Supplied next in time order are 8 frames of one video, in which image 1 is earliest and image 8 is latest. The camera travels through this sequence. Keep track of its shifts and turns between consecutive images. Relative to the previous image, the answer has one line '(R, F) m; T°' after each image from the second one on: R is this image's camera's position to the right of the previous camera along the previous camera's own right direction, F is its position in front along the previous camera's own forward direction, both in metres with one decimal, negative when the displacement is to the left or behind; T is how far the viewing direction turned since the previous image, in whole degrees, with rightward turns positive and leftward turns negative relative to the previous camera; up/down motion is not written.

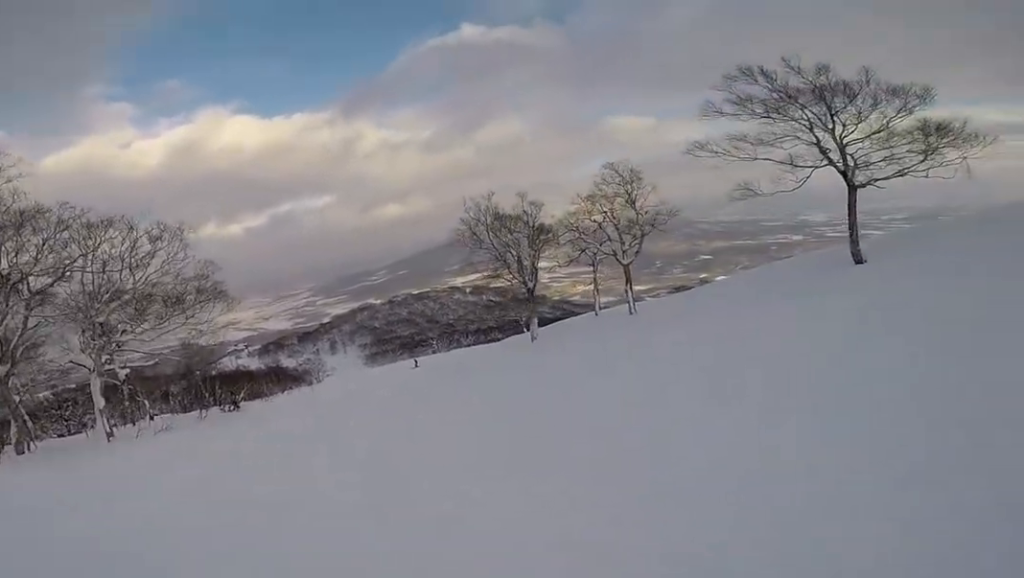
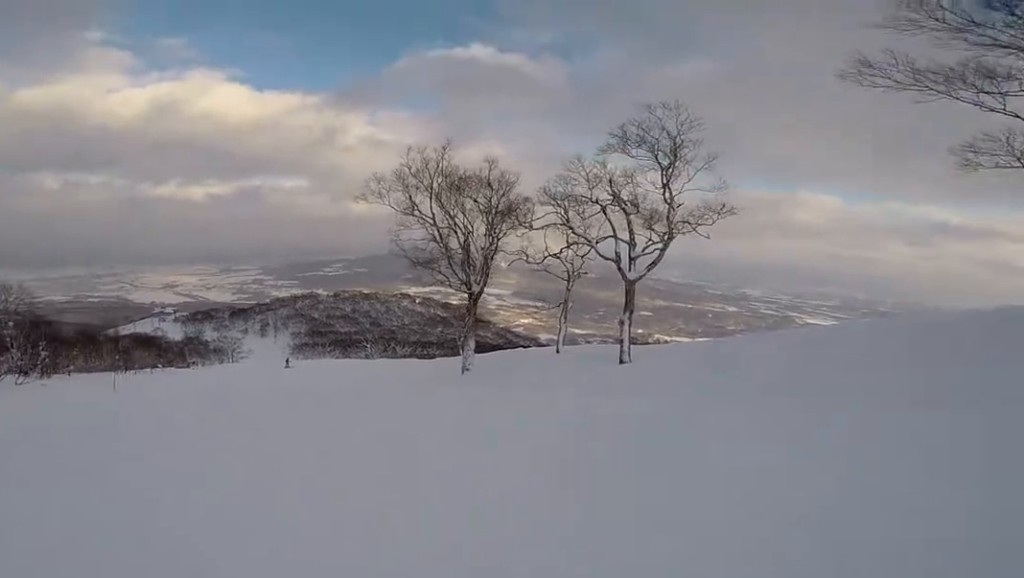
(+5.7, +12.5) m; +9°
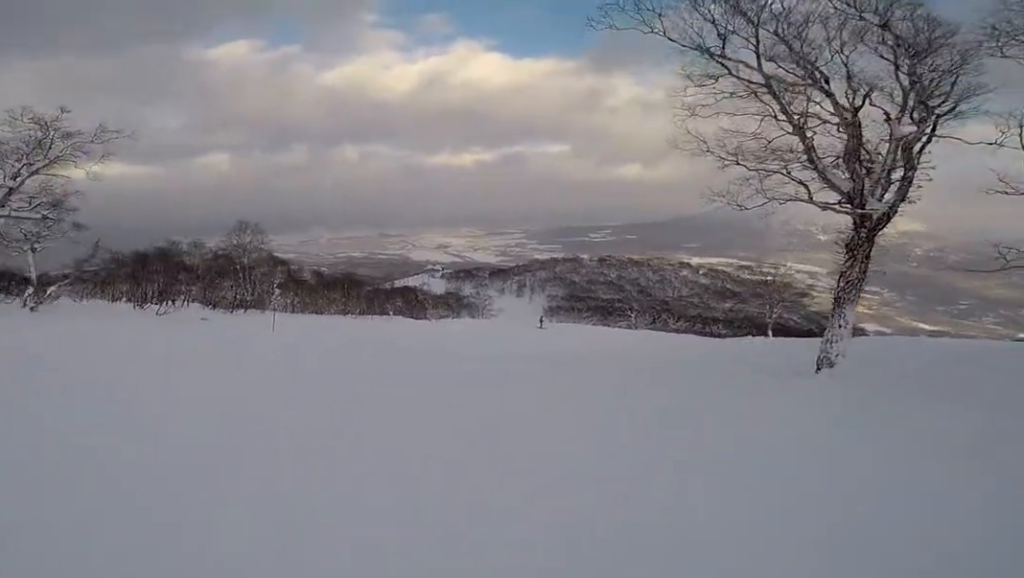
(-4.5, +8.4) m; -37°
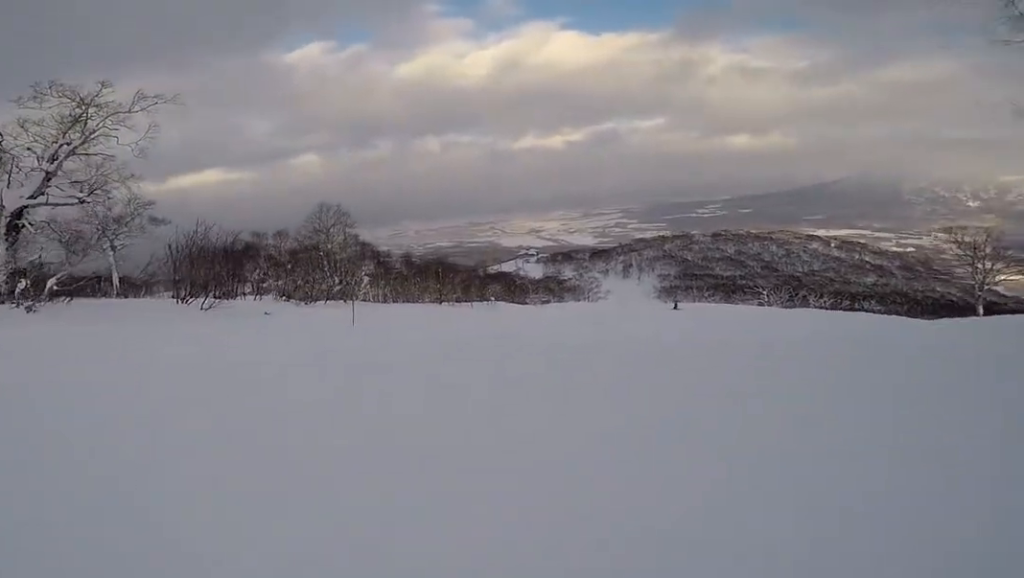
(-0.2, +5.3) m; +3°
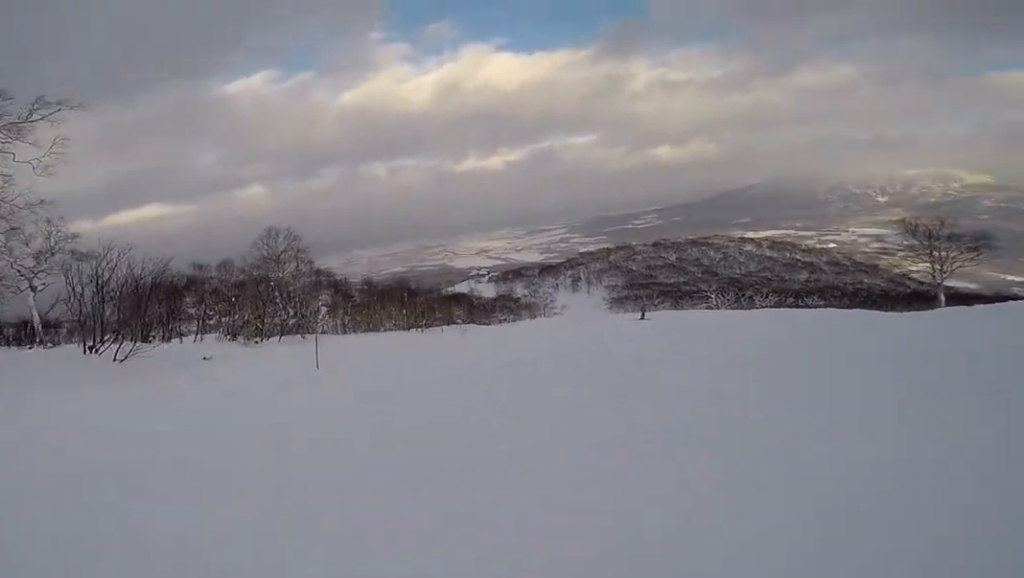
(-0.2, +2.8) m; +8°
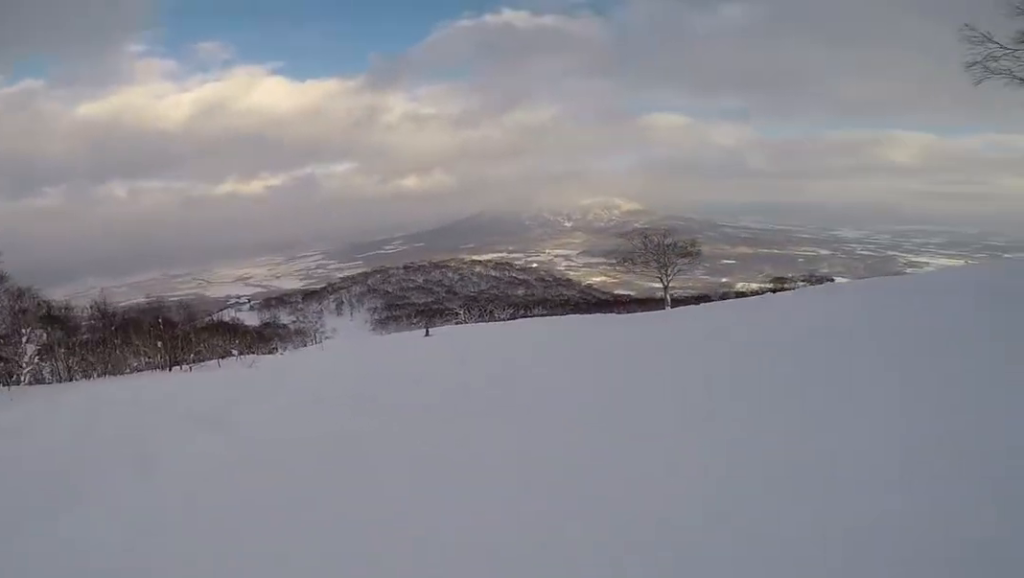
(+1.1, +5.4) m; +26°
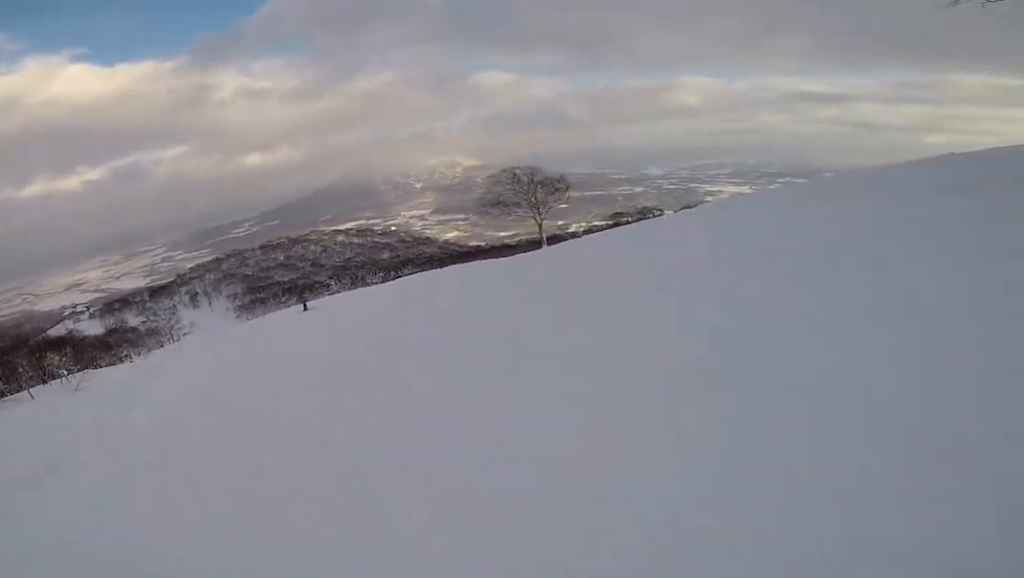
(+0.8, +3.9) m; +17°
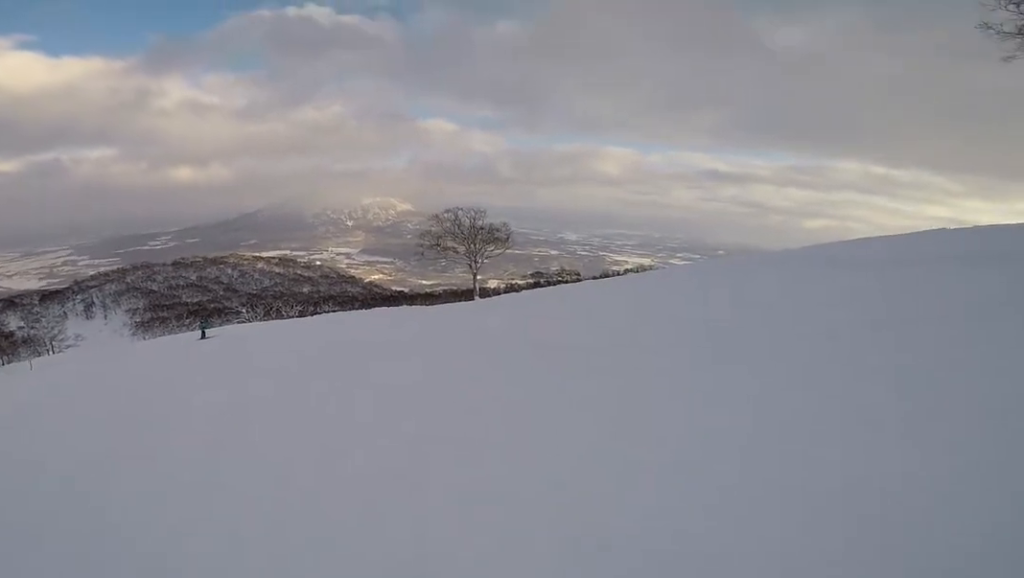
(+0.7, +3.7) m; +11°
